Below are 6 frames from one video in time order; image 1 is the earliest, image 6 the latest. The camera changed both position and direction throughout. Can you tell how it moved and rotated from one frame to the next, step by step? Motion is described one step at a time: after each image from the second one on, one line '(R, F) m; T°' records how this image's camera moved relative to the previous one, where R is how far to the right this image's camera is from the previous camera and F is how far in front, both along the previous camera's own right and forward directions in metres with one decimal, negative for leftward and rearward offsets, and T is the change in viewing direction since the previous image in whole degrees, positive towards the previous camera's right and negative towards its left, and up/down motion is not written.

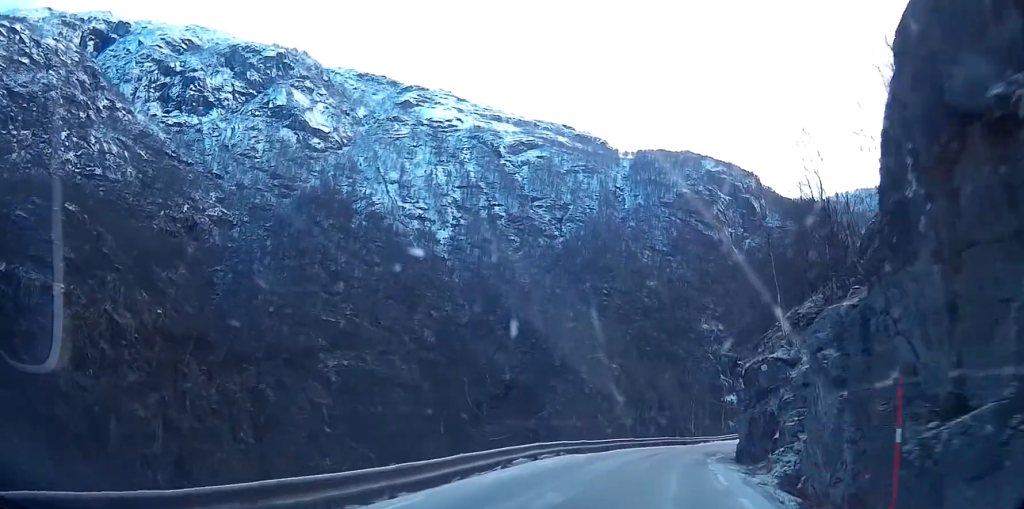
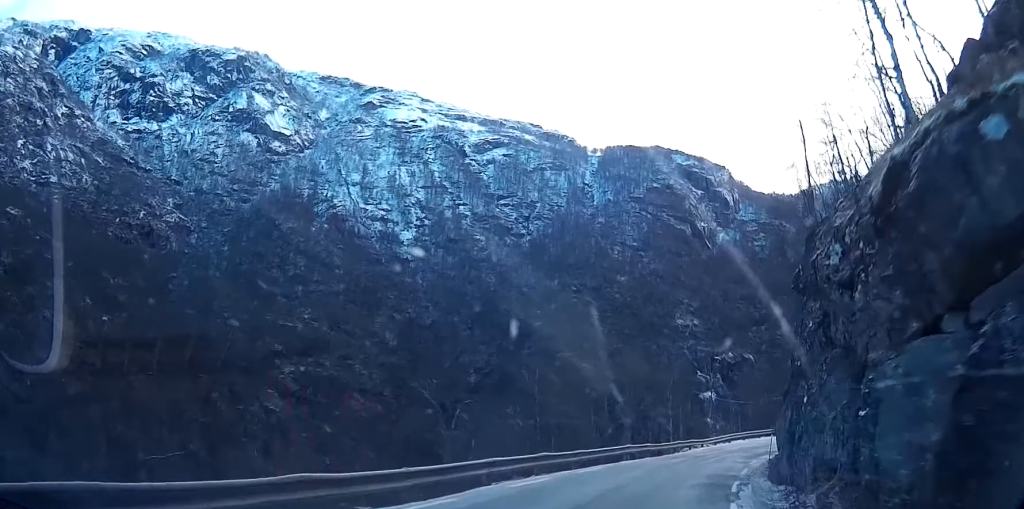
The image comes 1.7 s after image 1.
(-0.7, +22.3) m; -1°
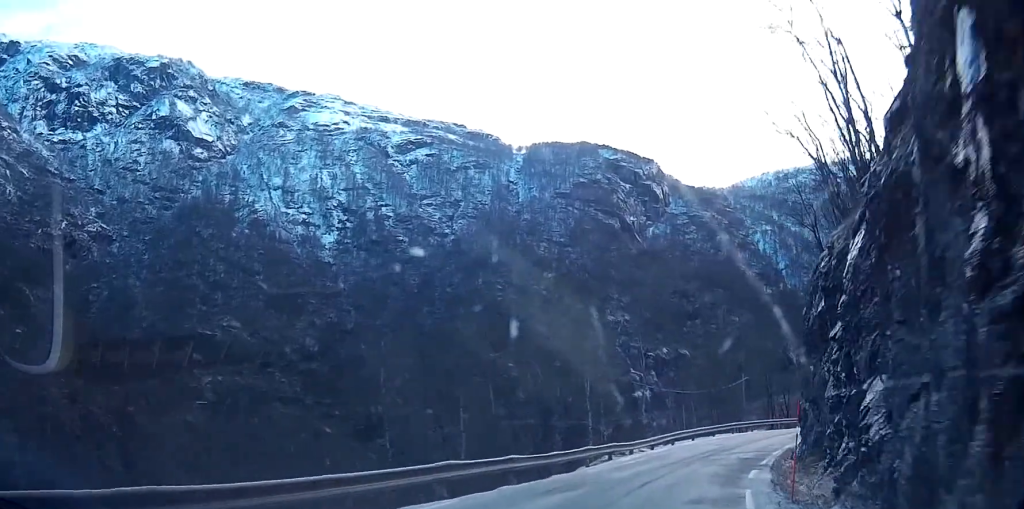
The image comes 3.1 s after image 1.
(+0.5, +17.8) m; +4°
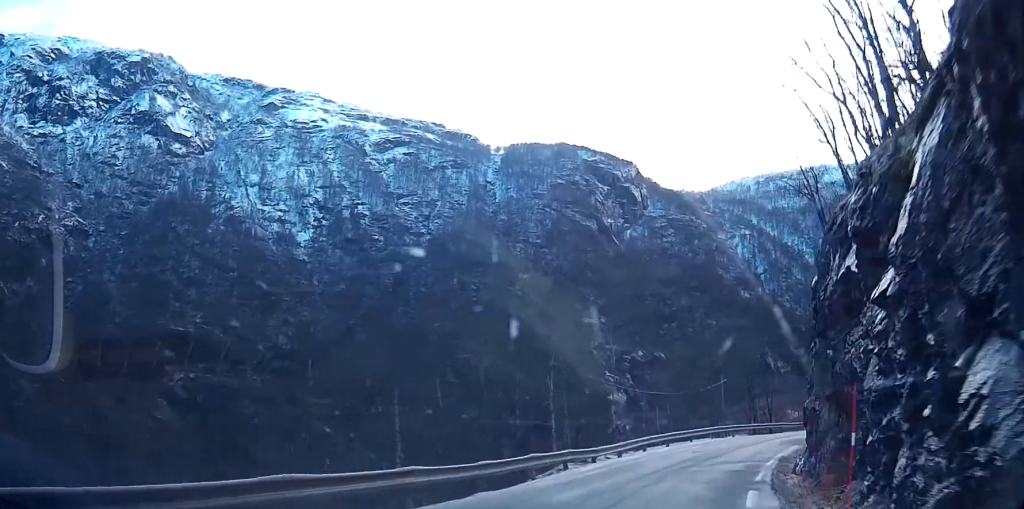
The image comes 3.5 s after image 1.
(+0.1, +5.1) m; +2°
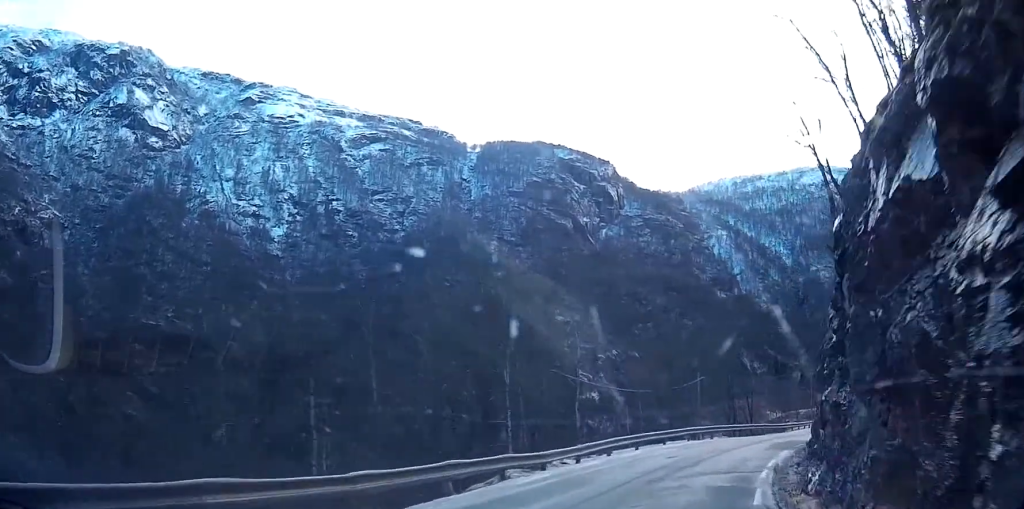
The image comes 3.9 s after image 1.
(0.0, +5.1) m; +2°
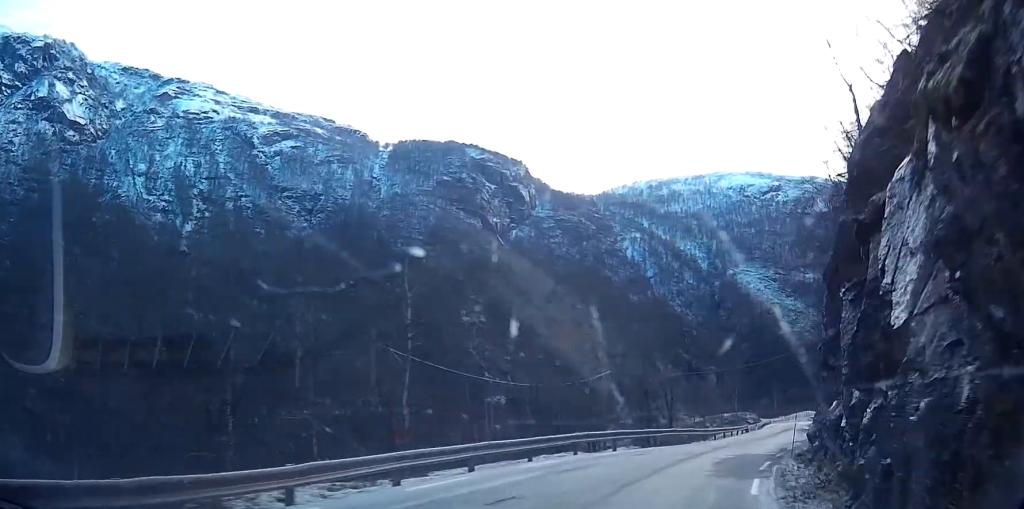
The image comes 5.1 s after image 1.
(+0.9, +15.1) m; +7°
